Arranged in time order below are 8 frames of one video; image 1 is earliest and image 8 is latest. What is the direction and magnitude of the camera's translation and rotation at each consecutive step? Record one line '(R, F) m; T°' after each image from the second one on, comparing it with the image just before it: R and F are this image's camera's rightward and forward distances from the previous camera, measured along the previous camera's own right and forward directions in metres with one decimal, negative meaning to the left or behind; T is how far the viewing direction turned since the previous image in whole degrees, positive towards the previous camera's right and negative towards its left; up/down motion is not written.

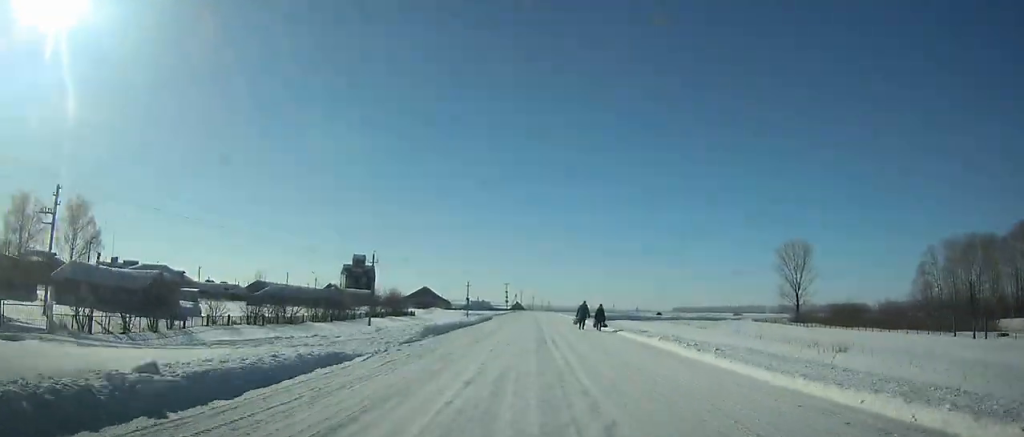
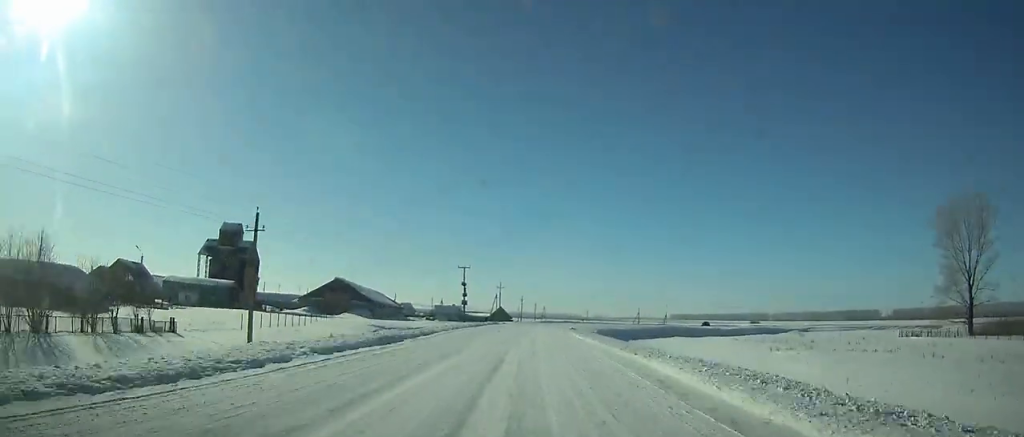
(+0.8, +82.9) m; +2°
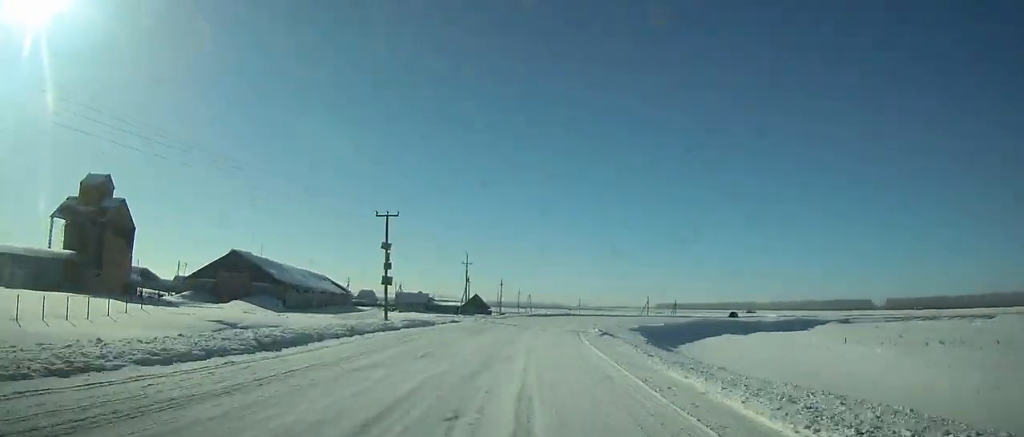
(+0.5, +37.0) m; +3°
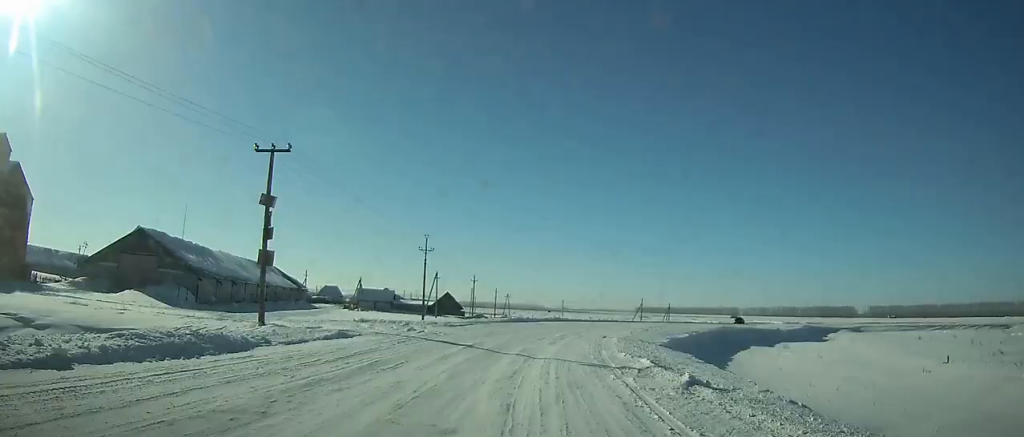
(-0.3, +18.2) m; +3°
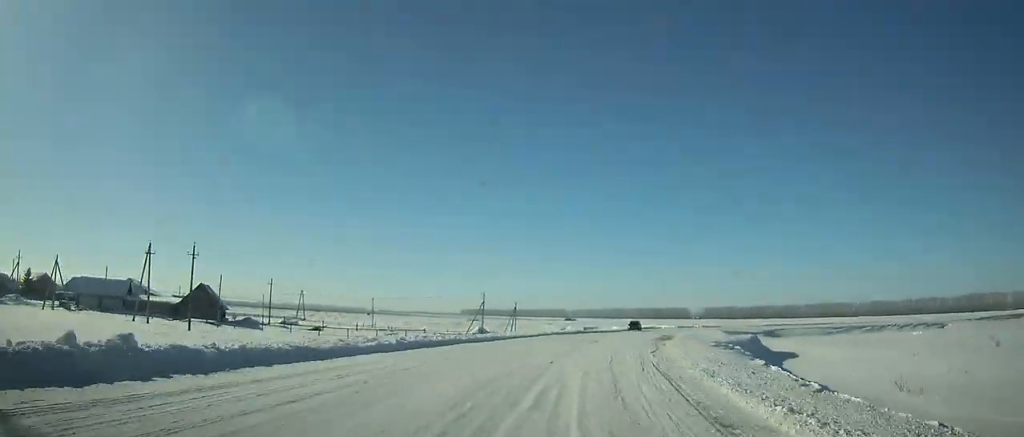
(+3.8, +44.5) m; +14°
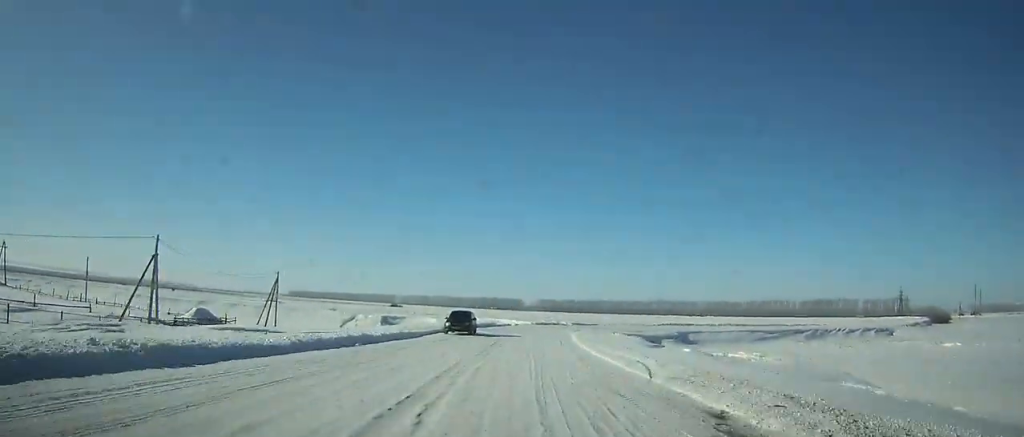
(+7.0, +43.2) m; +14°
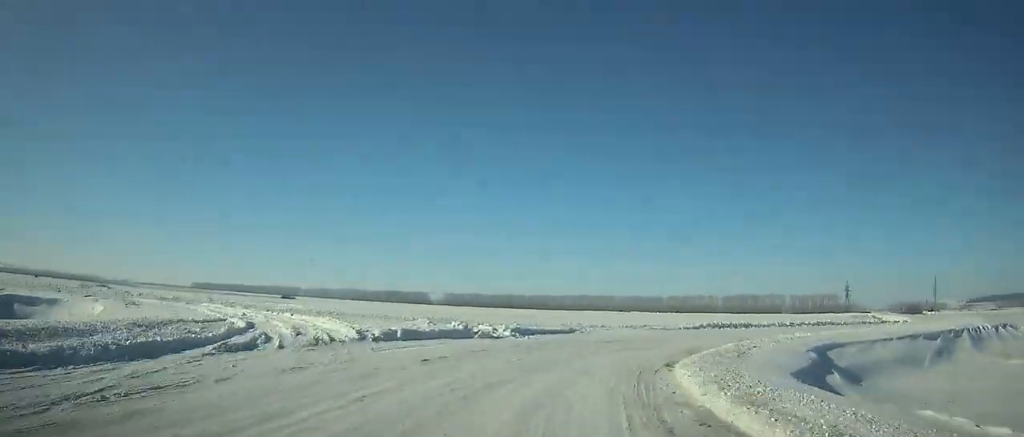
(+4.4, +47.1) m; +17°
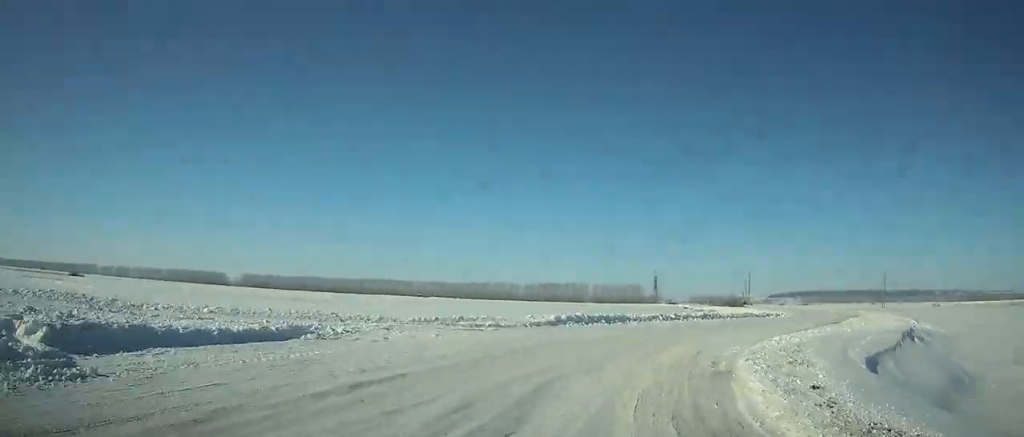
(+1.8, +19.0) m; +15°
